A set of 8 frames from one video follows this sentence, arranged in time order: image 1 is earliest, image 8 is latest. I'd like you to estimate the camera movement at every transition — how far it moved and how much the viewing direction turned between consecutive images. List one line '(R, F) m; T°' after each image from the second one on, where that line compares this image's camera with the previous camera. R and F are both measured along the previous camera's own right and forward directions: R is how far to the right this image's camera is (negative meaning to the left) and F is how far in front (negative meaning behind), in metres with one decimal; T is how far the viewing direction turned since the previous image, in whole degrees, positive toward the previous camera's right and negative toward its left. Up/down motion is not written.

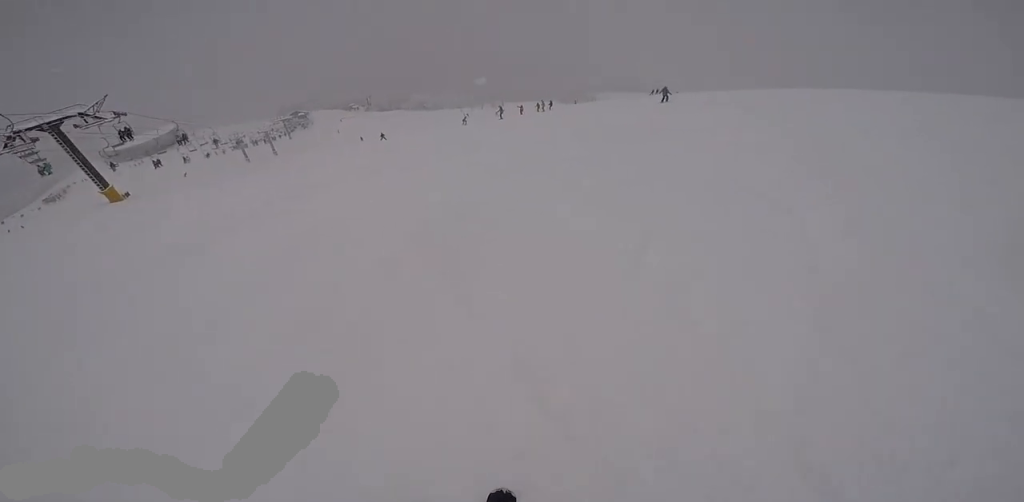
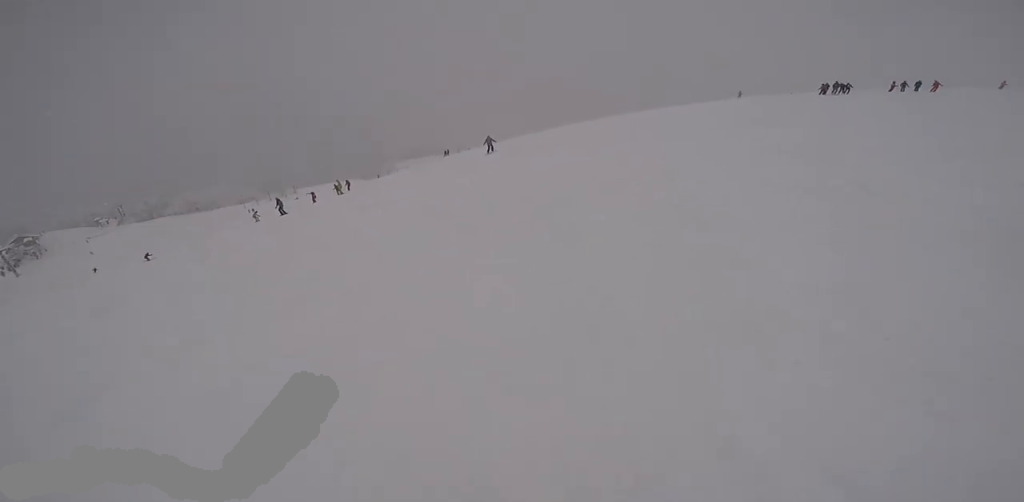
(+1.8, +4.5) m; +26°
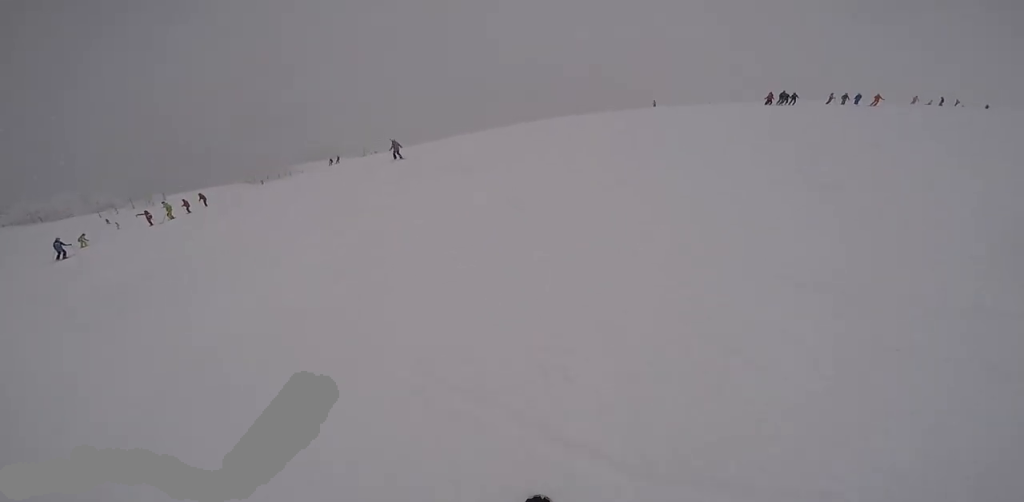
(+1.0, +7.1) m; +21°
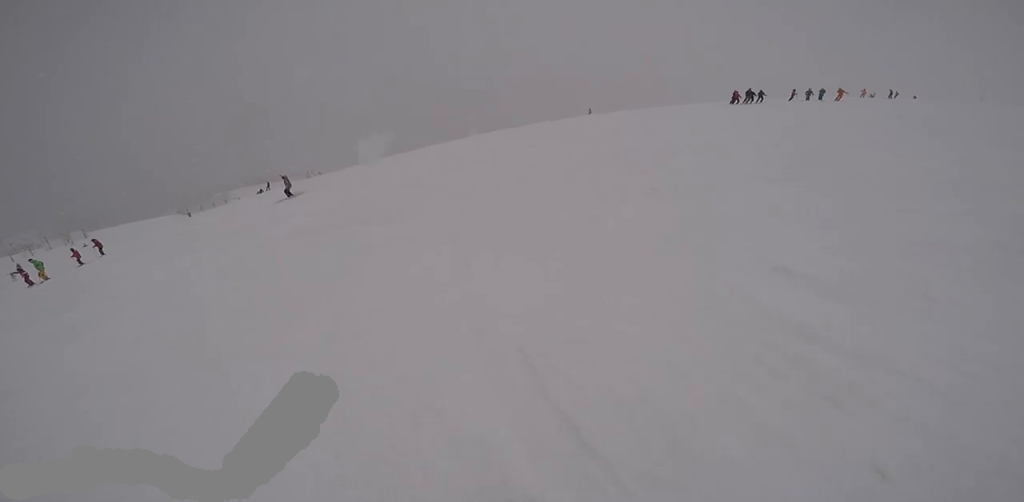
(+0.8, +4.0) m; +7°
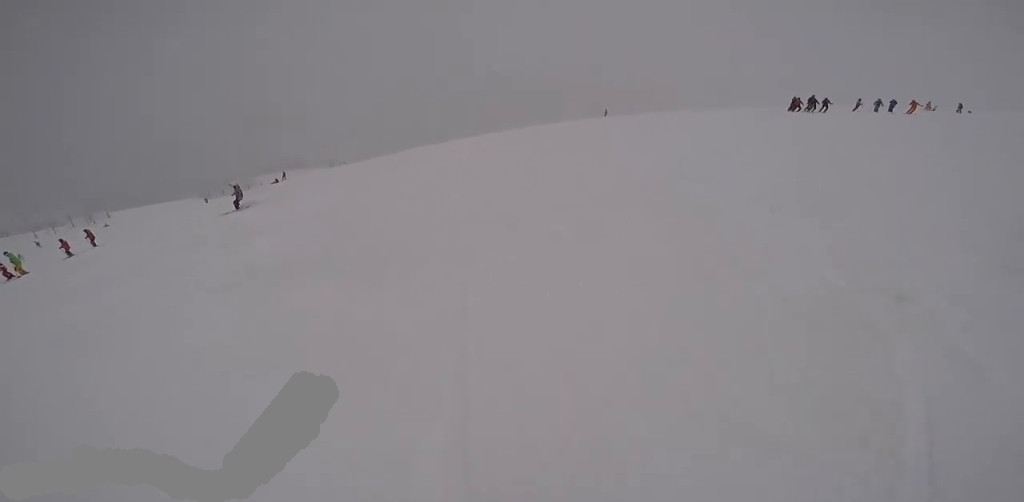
(+0.4, +3.1) m; +5°
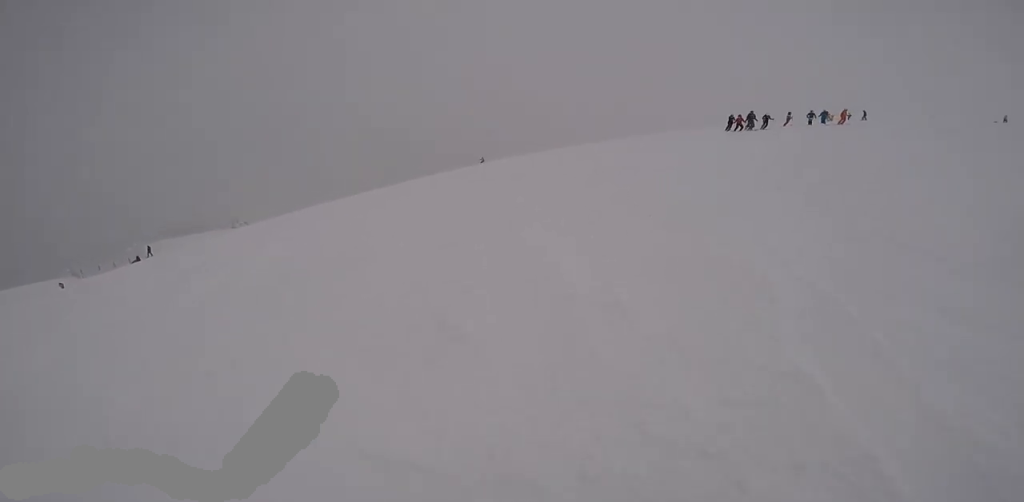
(-0.1, +6.3) m; +2°
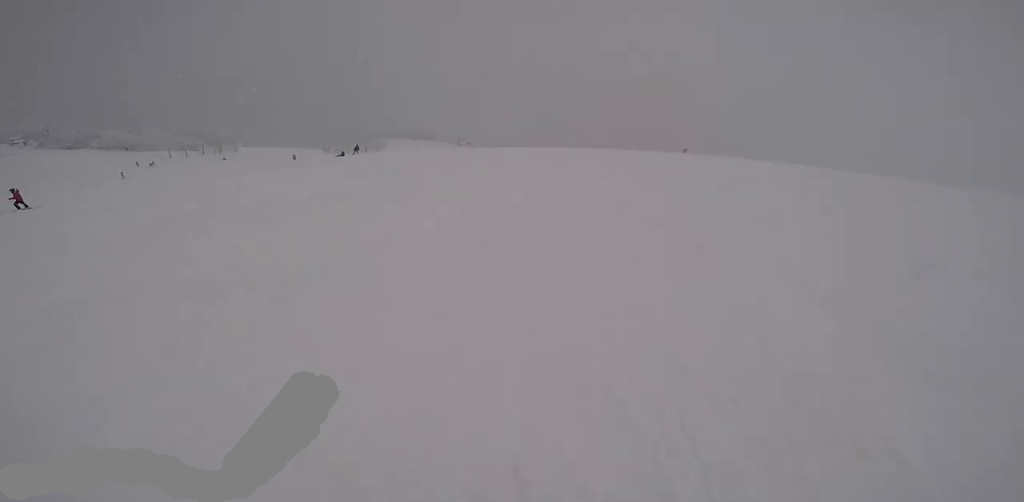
(-1.0, +7.4) m; -24°
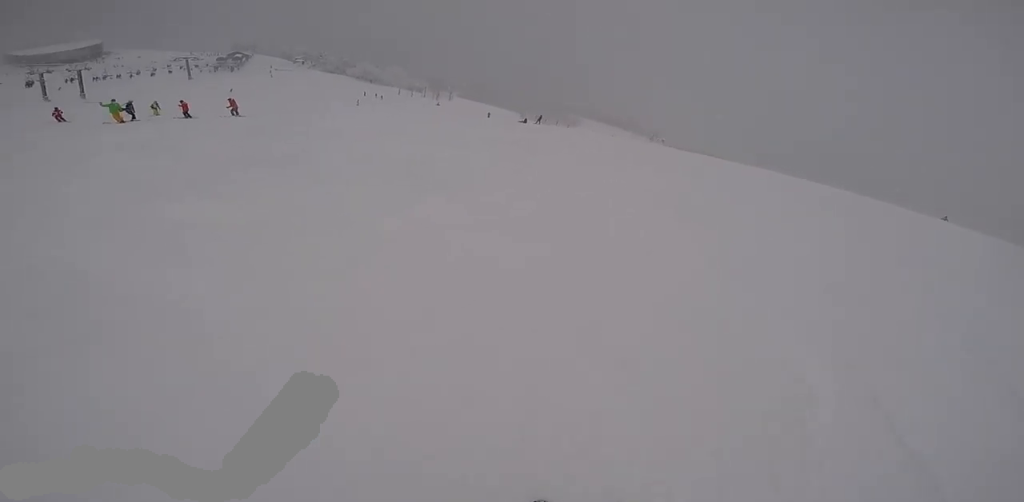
(-0.4, +4.3) m; -24°
